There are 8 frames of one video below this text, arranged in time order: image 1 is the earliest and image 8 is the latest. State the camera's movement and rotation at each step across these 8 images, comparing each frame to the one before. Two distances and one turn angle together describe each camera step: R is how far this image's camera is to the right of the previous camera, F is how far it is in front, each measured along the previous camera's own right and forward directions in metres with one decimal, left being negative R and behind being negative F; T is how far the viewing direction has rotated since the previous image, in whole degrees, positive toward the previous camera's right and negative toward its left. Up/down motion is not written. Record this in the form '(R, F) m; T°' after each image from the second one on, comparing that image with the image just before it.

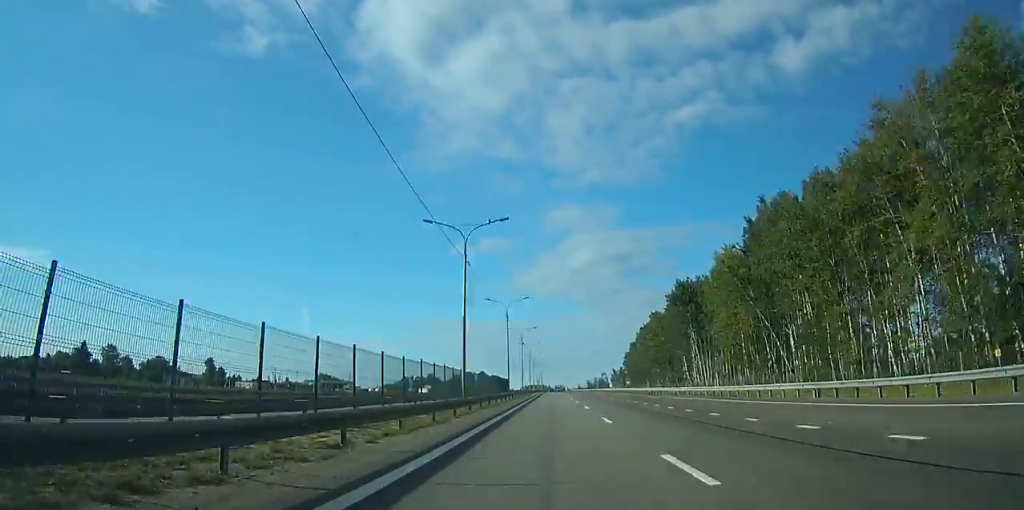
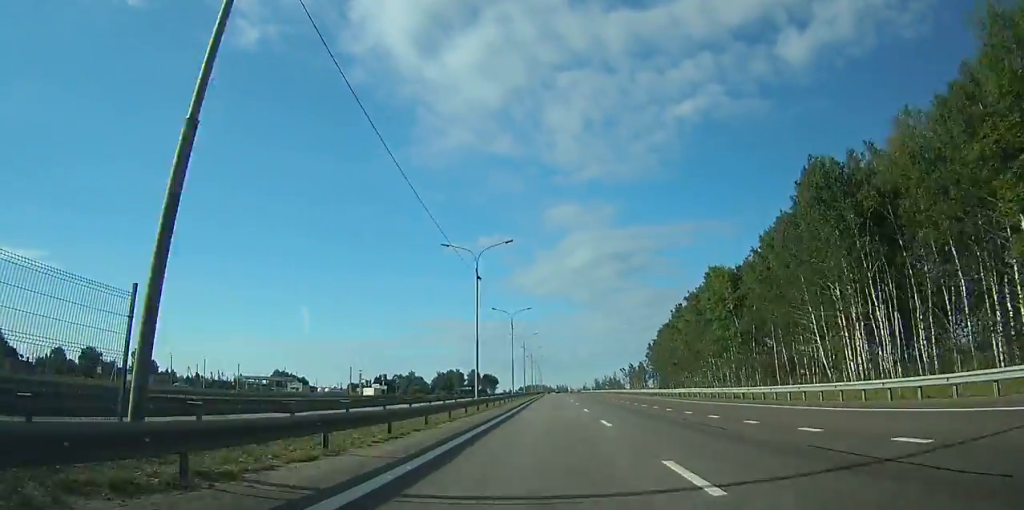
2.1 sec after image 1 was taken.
(0.0, +61.8) m; 0°
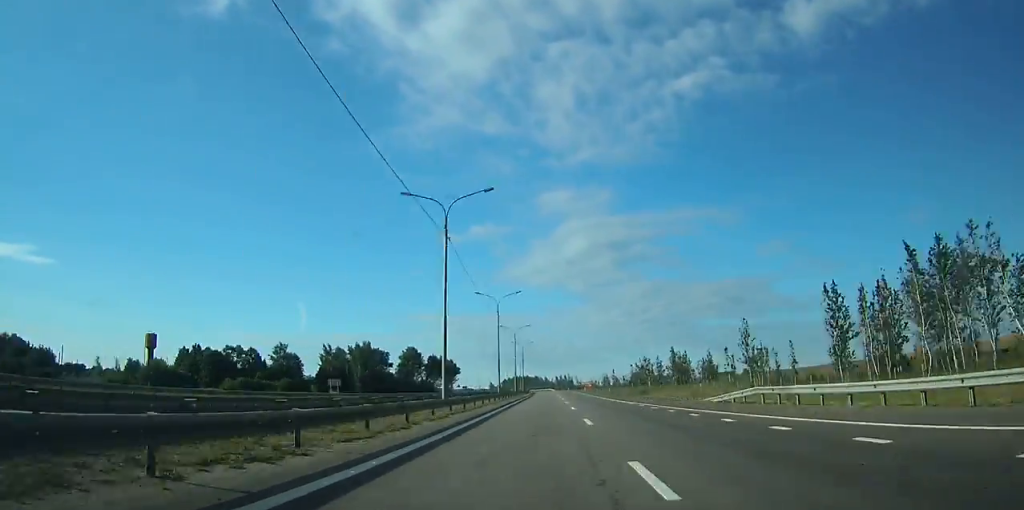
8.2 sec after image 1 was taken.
(-0.2, +170.6) m; 0°
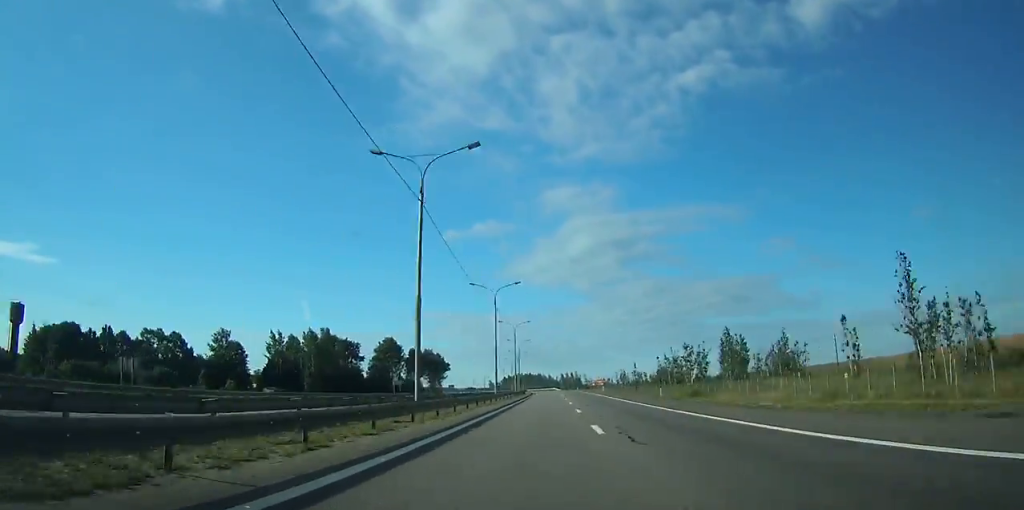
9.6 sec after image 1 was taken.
(+0.1, +36.1) m; 0°
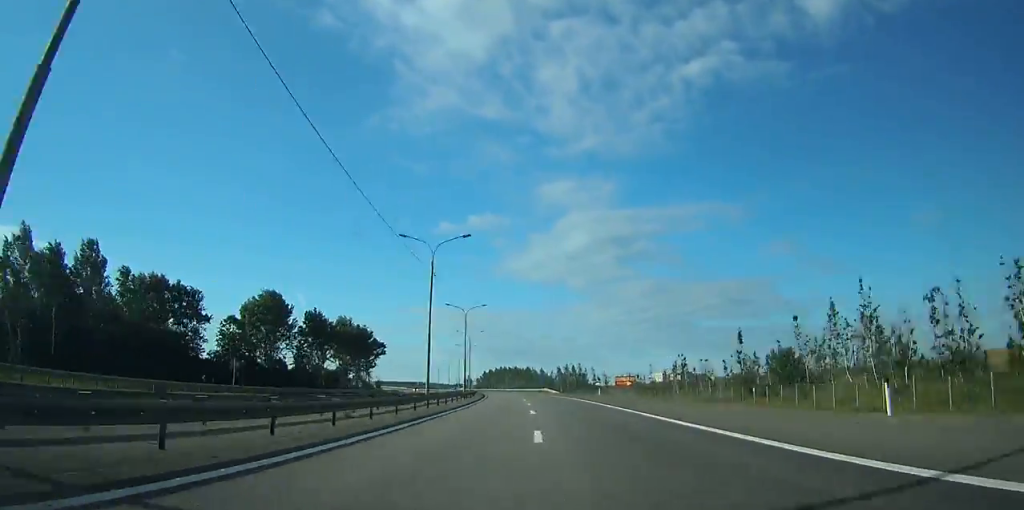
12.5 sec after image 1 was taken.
(-0.4, +82.5) m; -2°
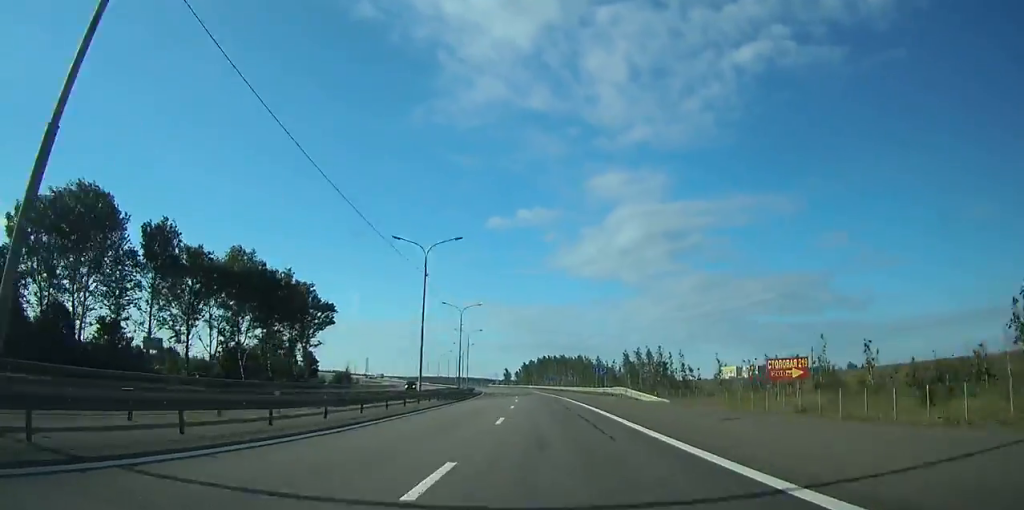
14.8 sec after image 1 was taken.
(-1.9, +68.2) m; -4°
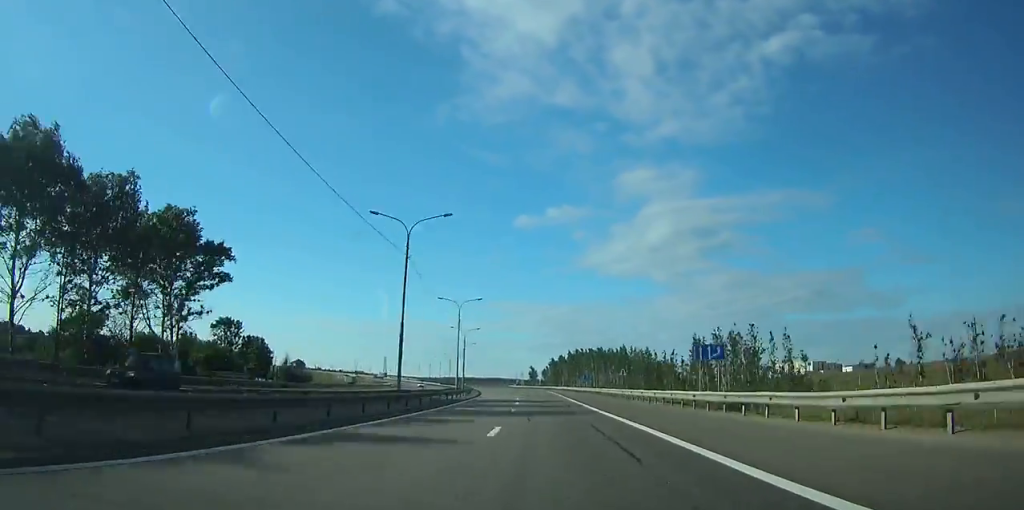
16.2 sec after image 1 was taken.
(+0.3, +40.5) m; -2°
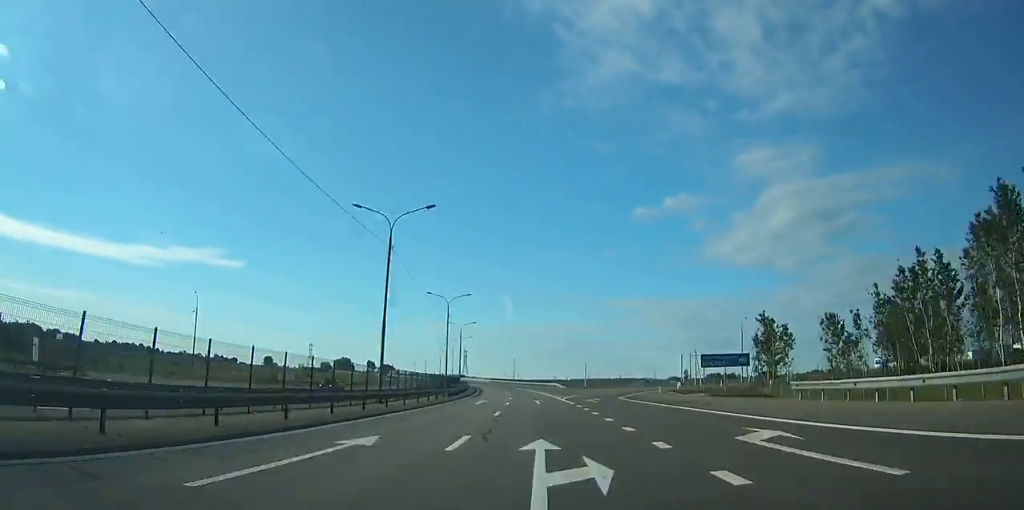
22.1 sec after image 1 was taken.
(-19.4, +170.8) m; -13°
